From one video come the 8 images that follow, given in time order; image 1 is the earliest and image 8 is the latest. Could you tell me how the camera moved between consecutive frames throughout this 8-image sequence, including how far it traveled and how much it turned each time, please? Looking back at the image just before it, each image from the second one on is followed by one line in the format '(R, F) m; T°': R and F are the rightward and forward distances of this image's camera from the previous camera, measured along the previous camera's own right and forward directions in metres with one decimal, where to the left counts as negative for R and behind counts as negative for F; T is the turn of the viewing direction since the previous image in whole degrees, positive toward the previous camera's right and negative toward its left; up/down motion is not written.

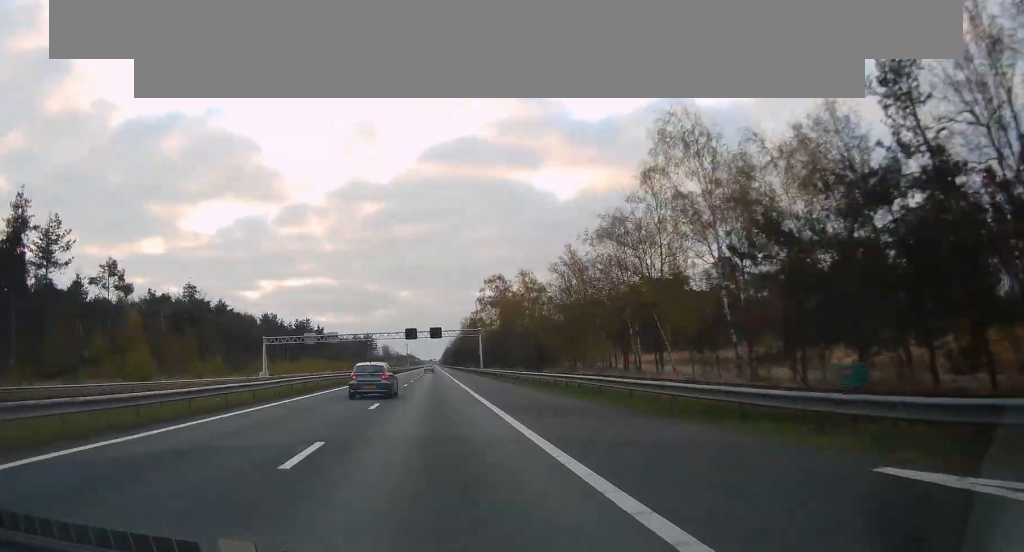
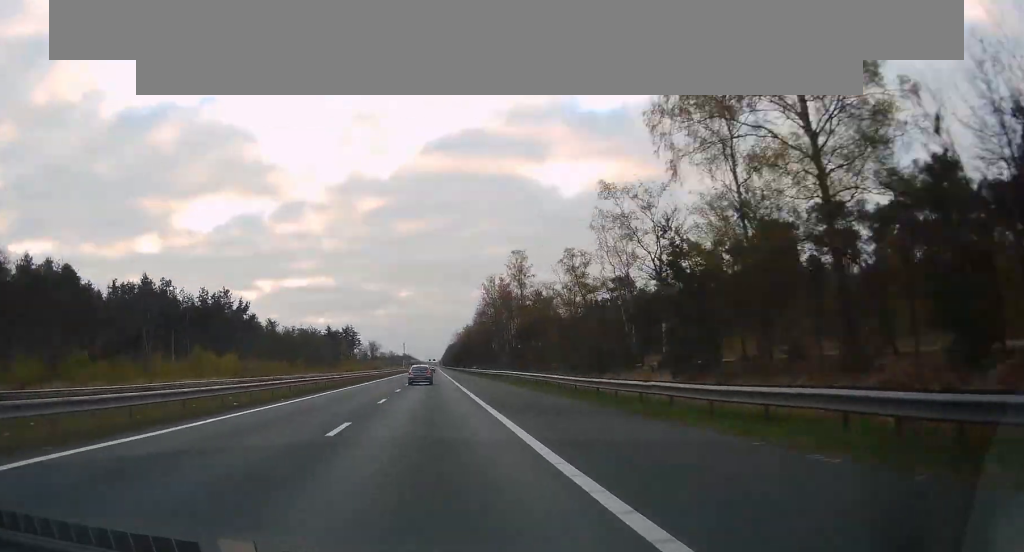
(+0.6, +104.5) m; 0°
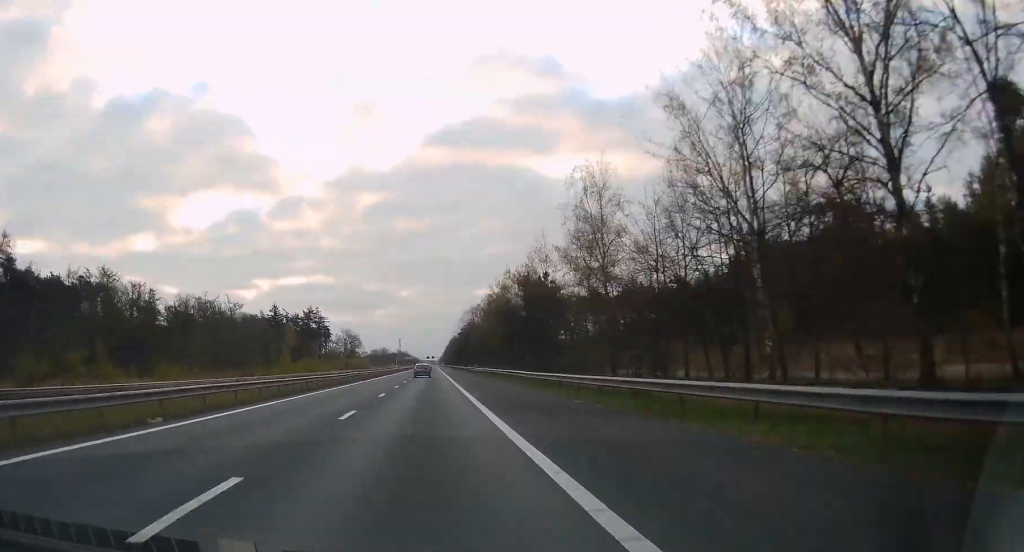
(0.0, +104.5) m; 0°
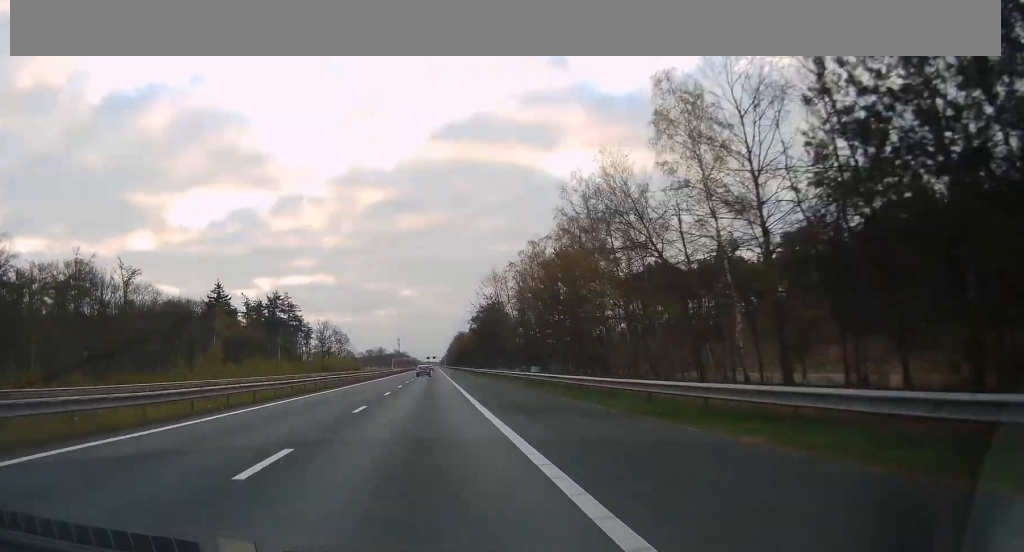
(-0.1, +57.0) m; 0°
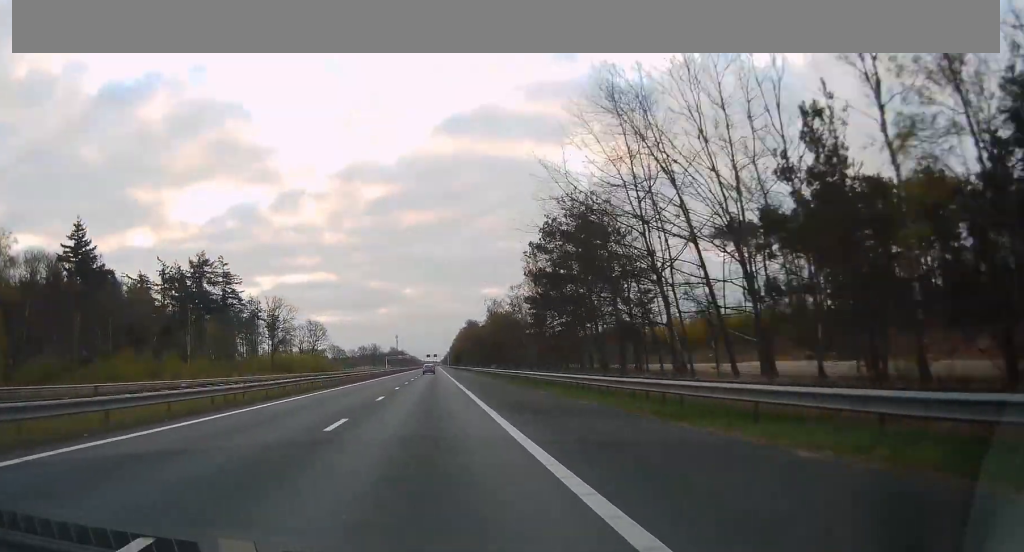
(-0.3, +66.5) m; 0°
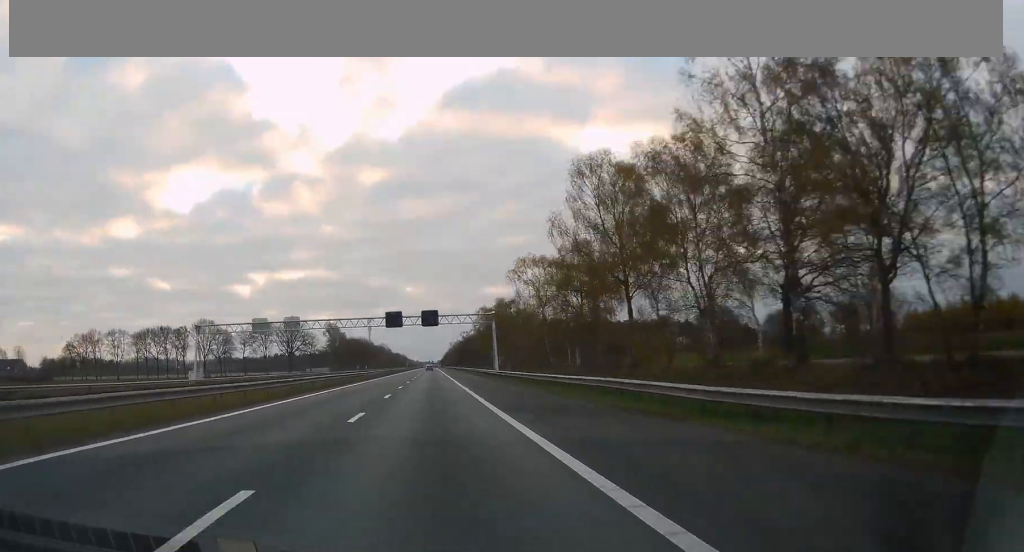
(+1.3, +299.0) m; 0°
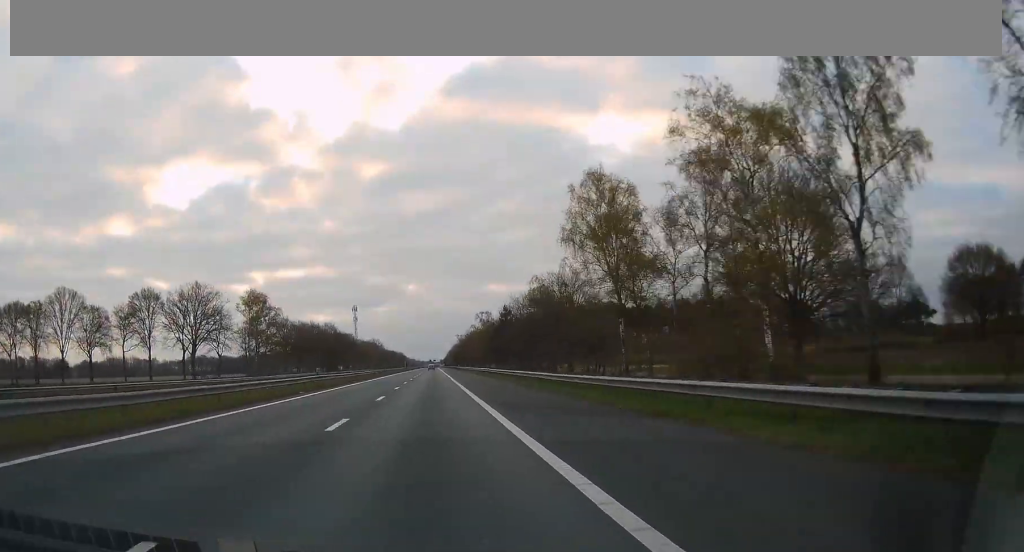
(+0.1, +99.6) m; 0°
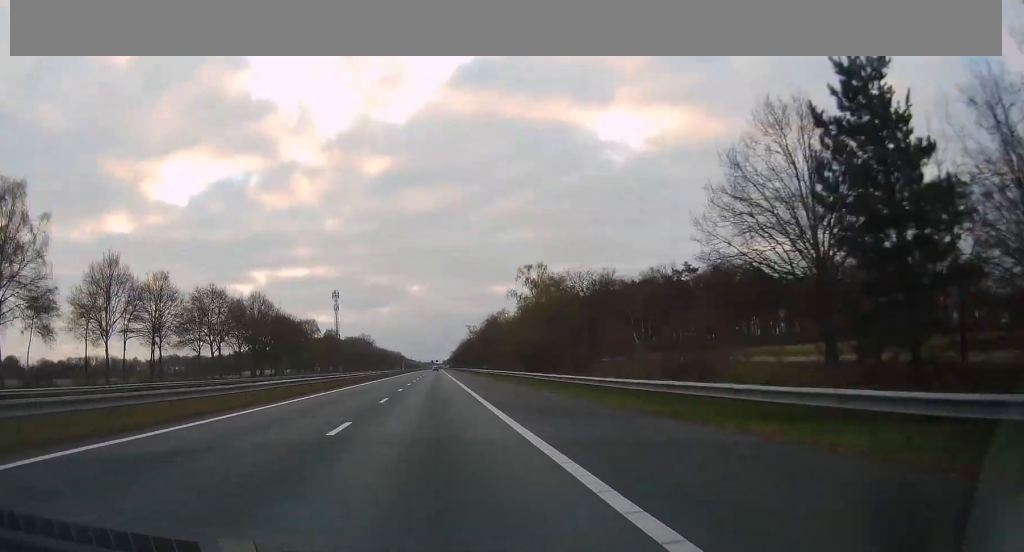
(+0.1, +85.4) m; 0°
